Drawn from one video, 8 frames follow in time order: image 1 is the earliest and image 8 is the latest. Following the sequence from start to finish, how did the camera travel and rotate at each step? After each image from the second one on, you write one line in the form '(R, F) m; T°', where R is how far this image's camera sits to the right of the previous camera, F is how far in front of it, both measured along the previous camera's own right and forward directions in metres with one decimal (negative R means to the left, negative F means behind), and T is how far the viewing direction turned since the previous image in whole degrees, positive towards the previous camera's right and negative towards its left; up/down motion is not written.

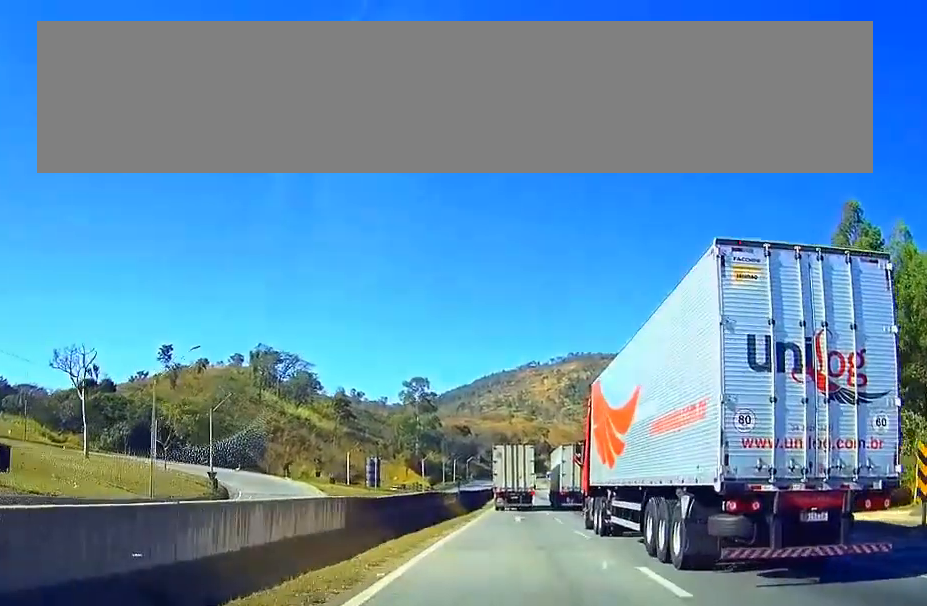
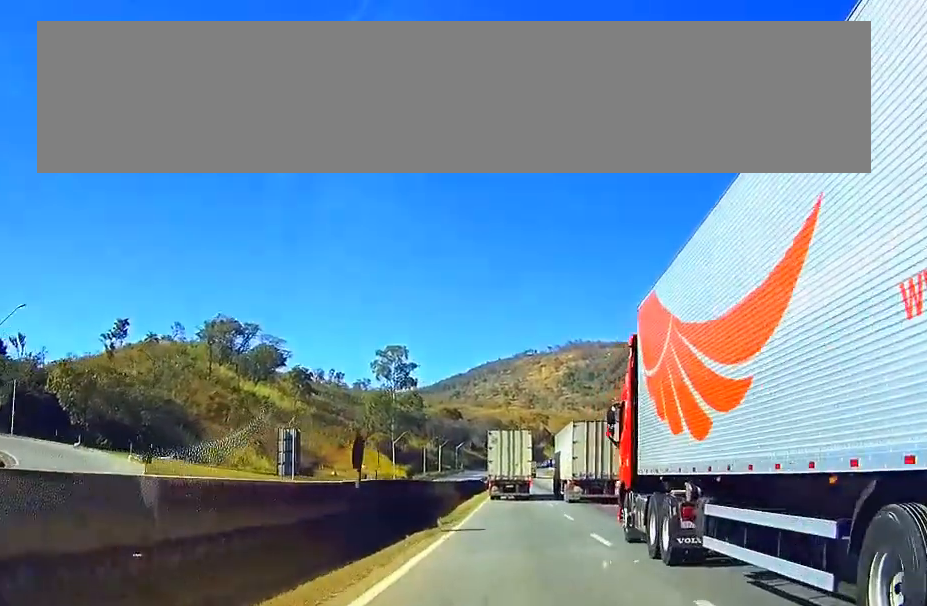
(0.0, +42.5) m; 0°
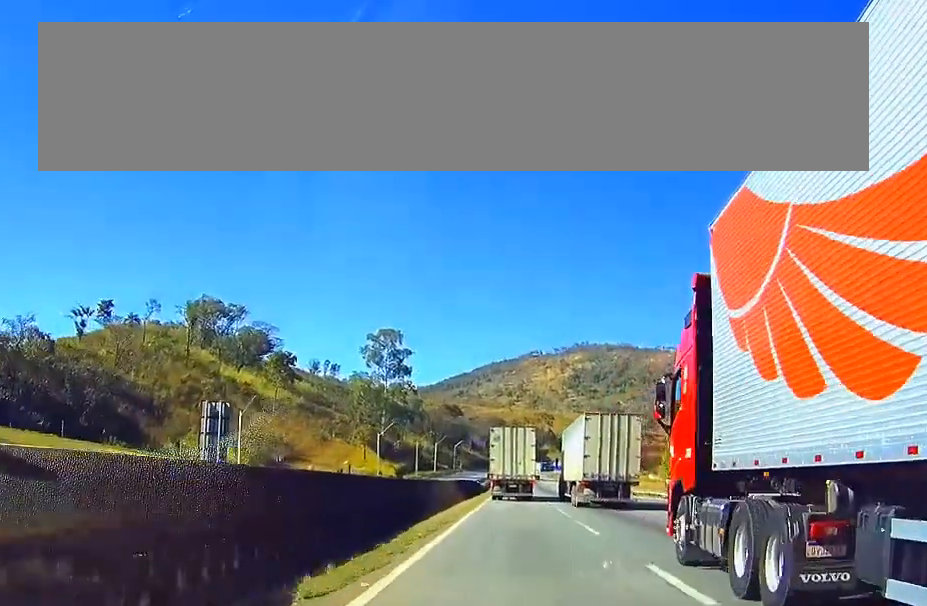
(0.0, +19.7) m; 0°
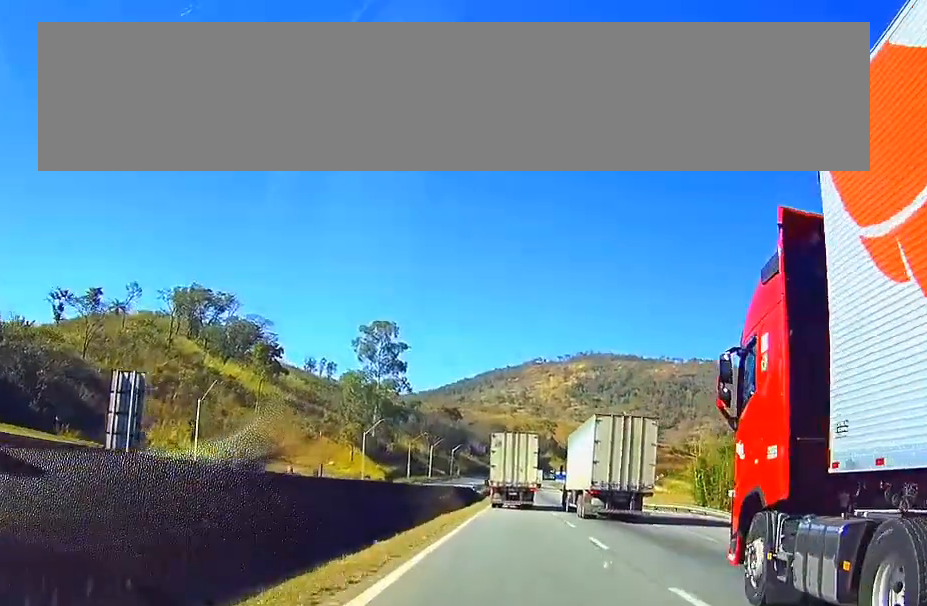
(0.0, +13.5) m; 0°
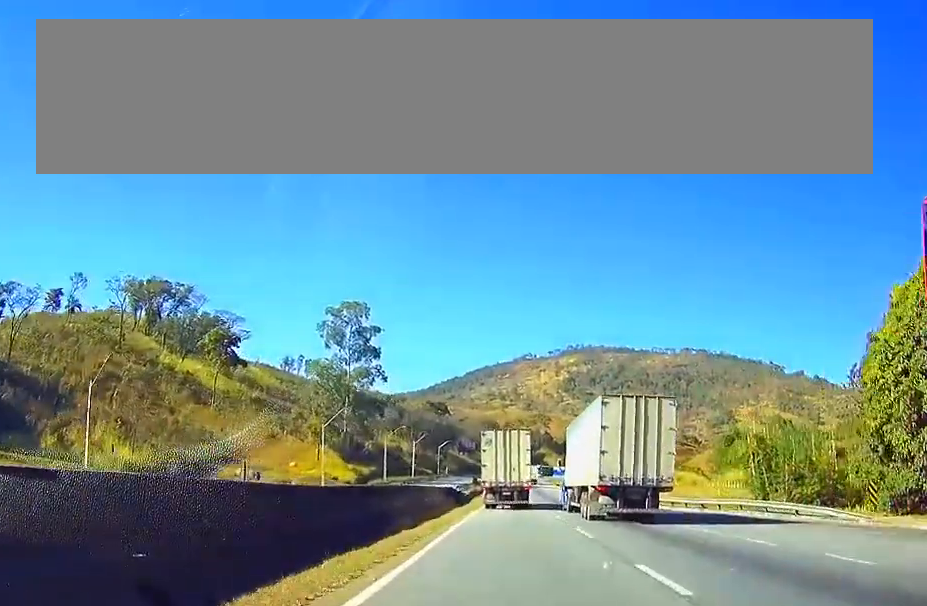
(0.0, +20.8) m; 0°
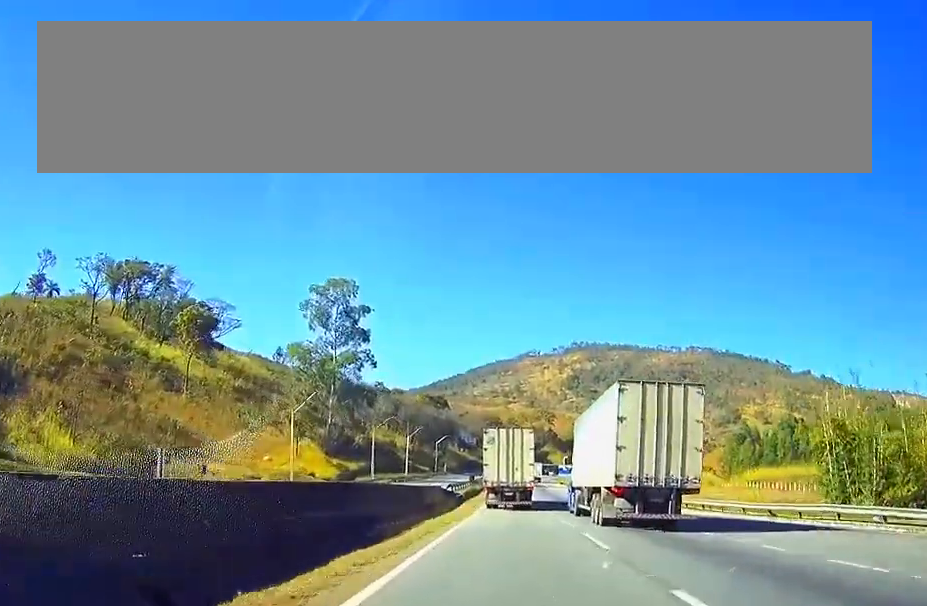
(0.0, +14.5) m; 0°
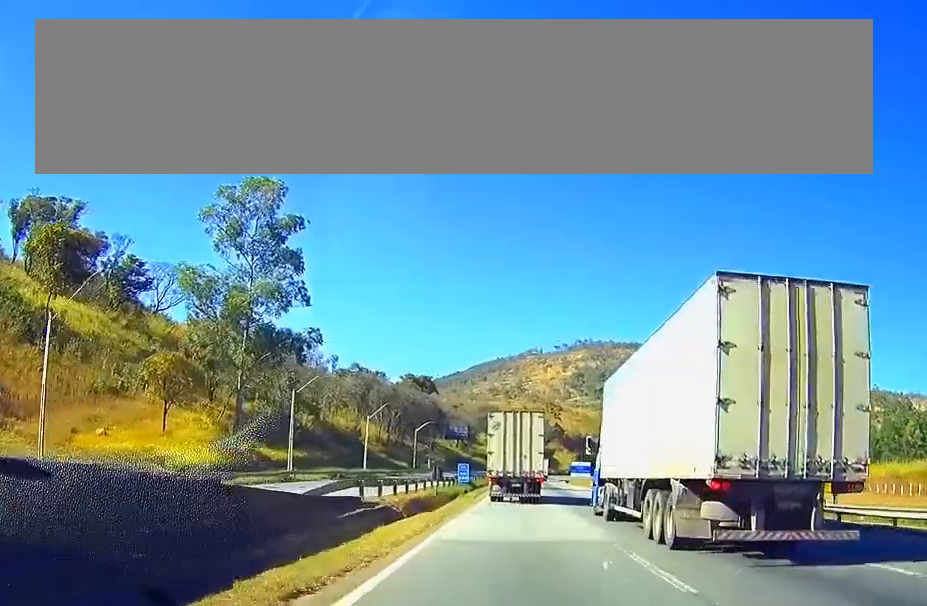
(-0.2, +44.9) m; -1°
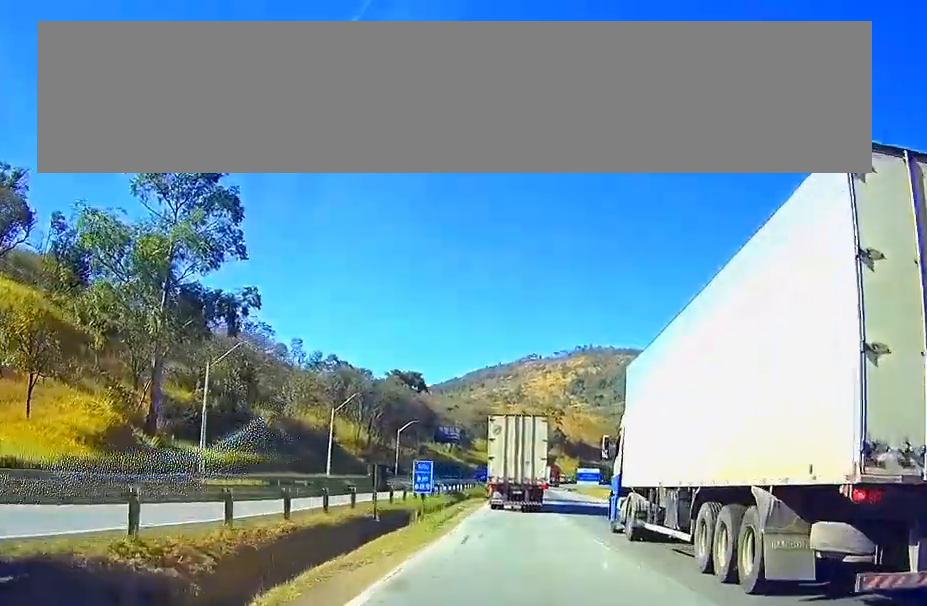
(-0.1, +21.1) m; 0°
